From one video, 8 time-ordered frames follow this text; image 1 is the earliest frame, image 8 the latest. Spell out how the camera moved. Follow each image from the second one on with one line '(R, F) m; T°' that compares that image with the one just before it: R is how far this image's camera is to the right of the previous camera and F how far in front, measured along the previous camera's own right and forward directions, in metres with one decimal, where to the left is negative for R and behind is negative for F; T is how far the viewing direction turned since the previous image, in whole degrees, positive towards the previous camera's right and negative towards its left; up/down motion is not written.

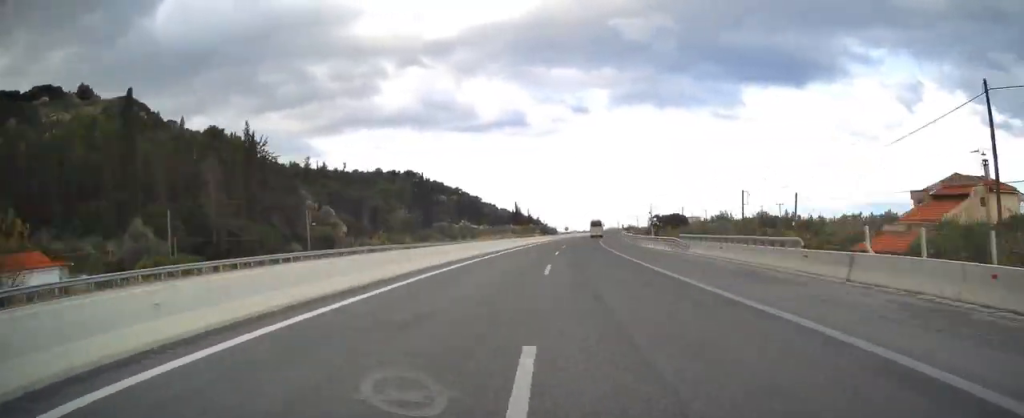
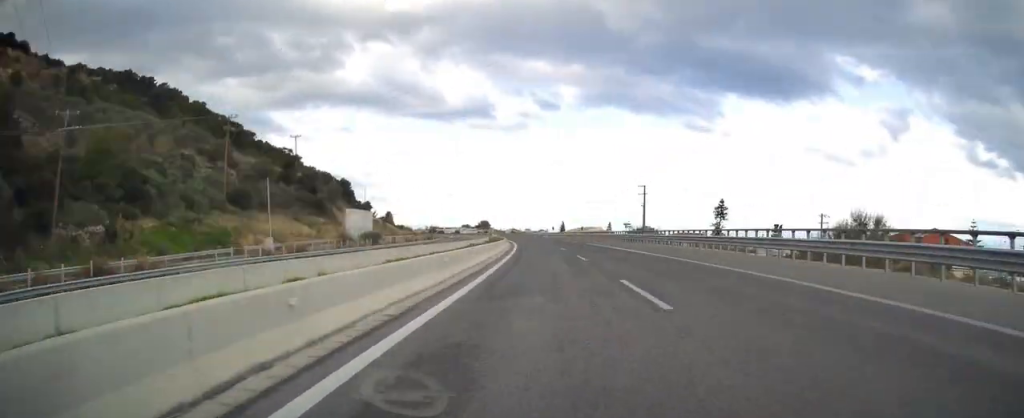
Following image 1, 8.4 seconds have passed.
(+13.2, +390.7) m; -4°
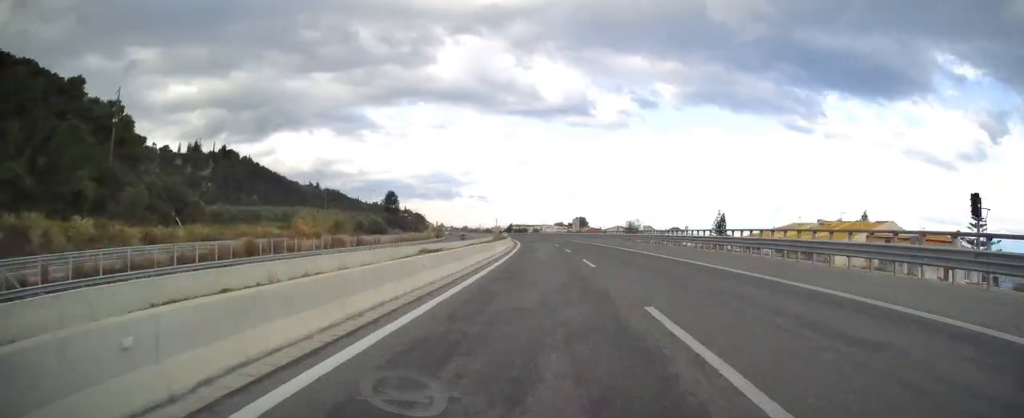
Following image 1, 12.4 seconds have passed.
(-10.1, +187.6) m; -6°
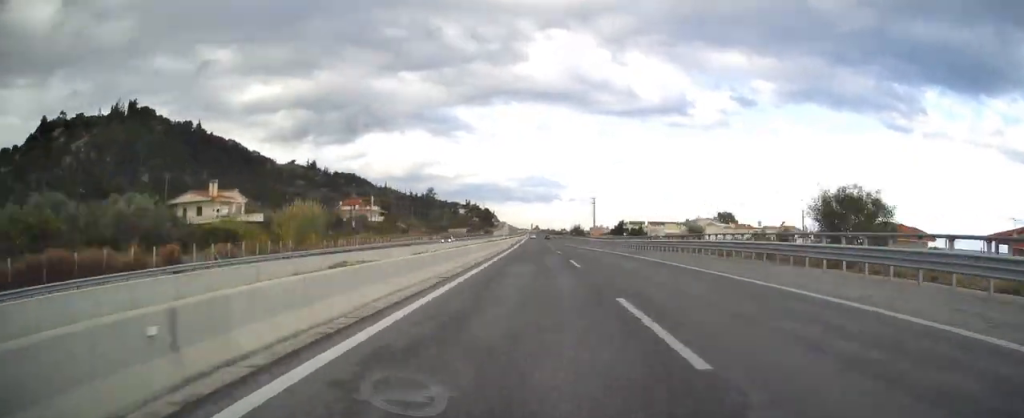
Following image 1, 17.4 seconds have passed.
(-18.2, +234.4) m; -7°
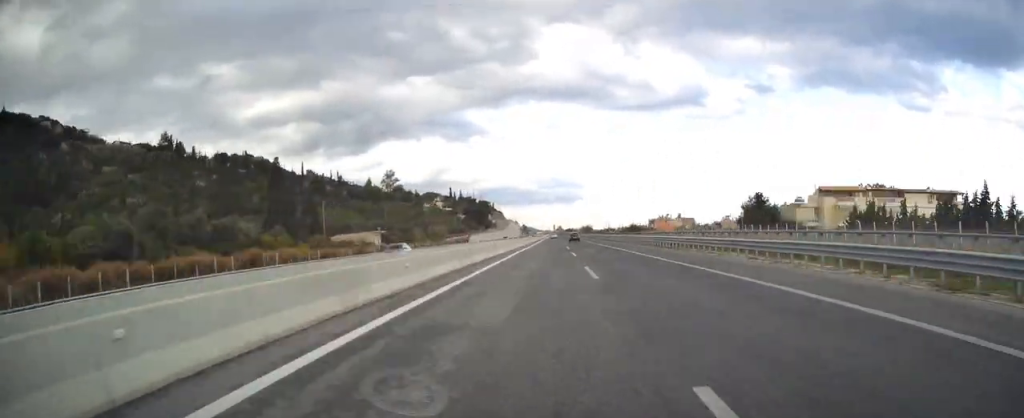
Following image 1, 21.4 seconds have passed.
(-7.9, +180.1) m; -2°
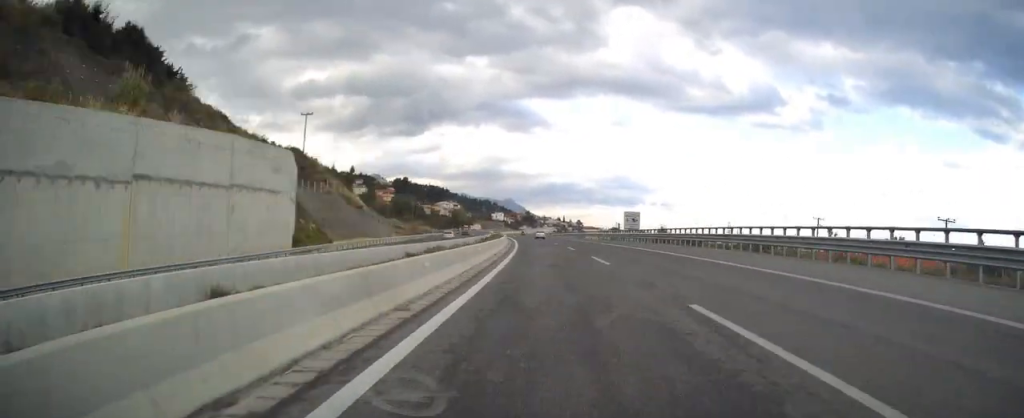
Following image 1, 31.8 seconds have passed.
(-22.9, +462.3) m; -5°
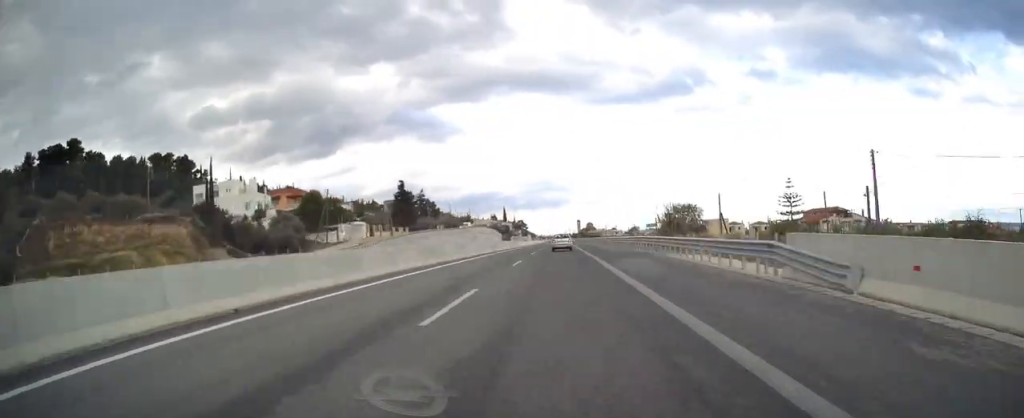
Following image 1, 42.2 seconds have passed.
(+6.7, +449.8) m; +4°
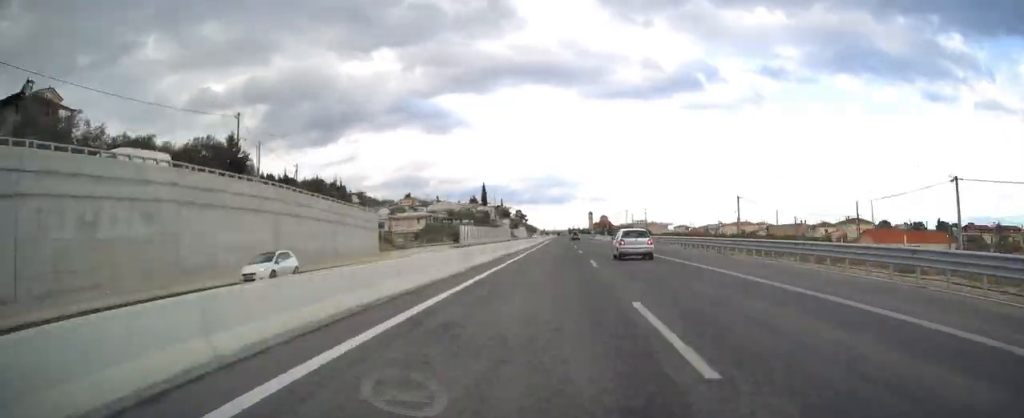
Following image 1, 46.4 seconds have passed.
(+5.4, +185.5) m; +2°
